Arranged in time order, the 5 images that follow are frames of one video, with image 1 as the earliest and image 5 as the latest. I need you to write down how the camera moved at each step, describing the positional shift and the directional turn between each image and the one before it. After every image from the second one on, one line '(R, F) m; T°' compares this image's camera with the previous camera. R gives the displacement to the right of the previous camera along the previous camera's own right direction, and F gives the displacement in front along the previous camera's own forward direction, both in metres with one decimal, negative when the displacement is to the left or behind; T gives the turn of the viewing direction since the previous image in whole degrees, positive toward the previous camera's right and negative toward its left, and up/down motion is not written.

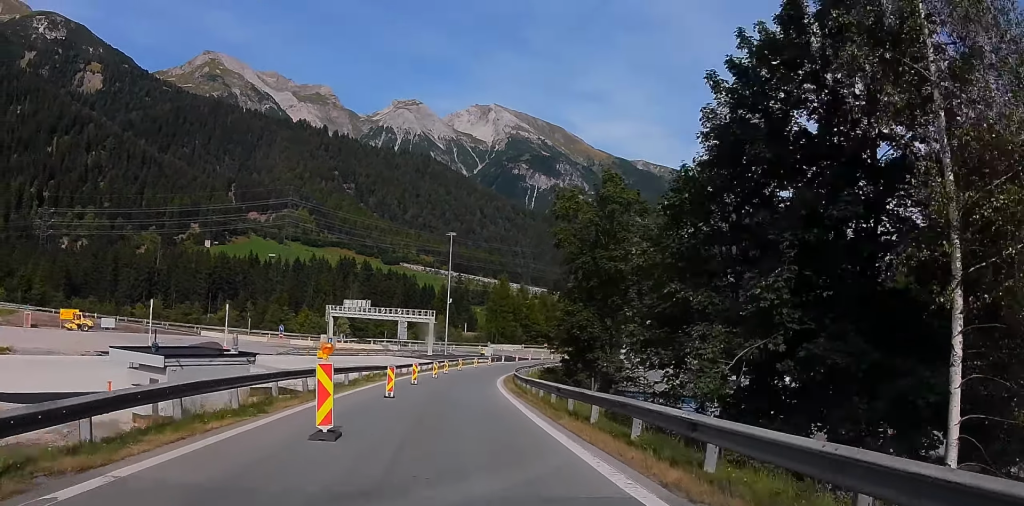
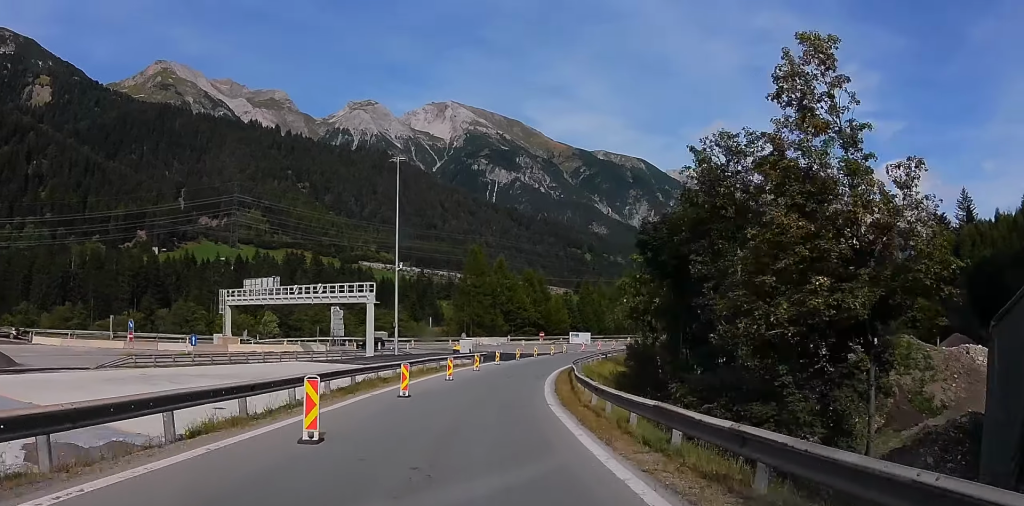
(+1.2, +48.9) m; +12°
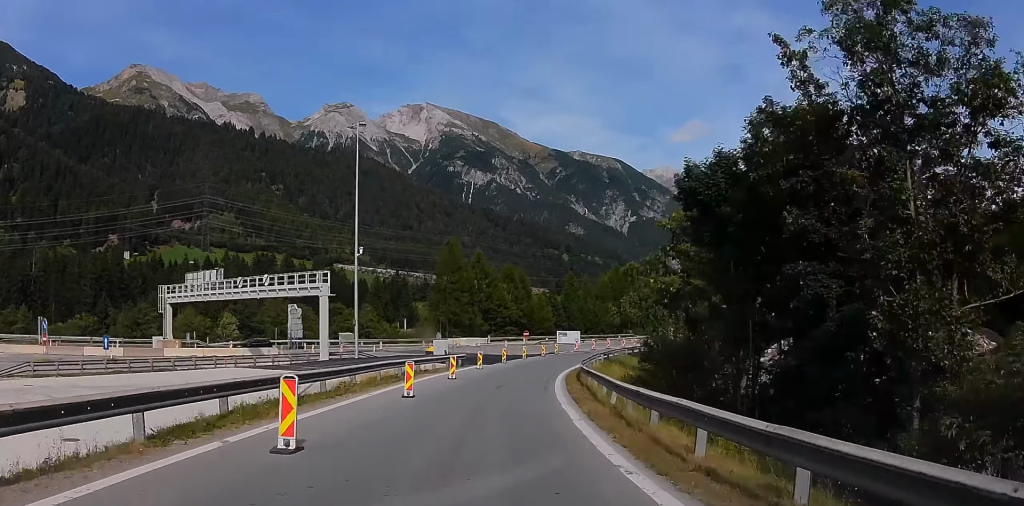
(+0.7, +12.4) m; +3°
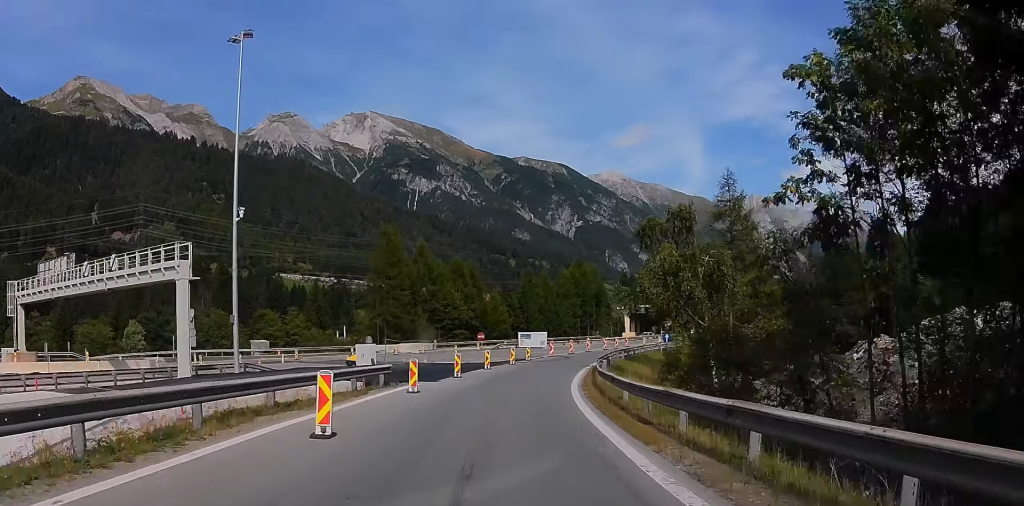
(+0.1, +20.5) m; 0°
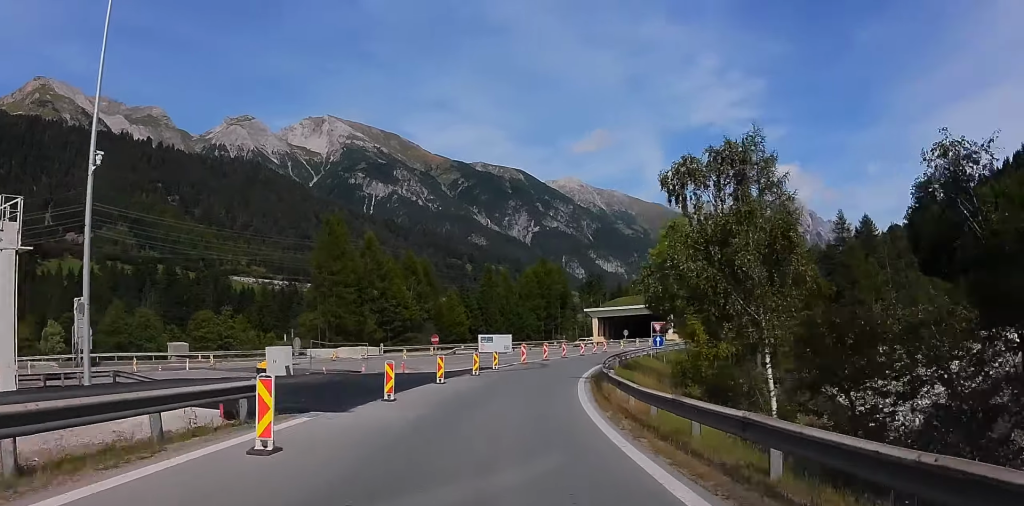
(-0.4, +12.4) m; +3°
